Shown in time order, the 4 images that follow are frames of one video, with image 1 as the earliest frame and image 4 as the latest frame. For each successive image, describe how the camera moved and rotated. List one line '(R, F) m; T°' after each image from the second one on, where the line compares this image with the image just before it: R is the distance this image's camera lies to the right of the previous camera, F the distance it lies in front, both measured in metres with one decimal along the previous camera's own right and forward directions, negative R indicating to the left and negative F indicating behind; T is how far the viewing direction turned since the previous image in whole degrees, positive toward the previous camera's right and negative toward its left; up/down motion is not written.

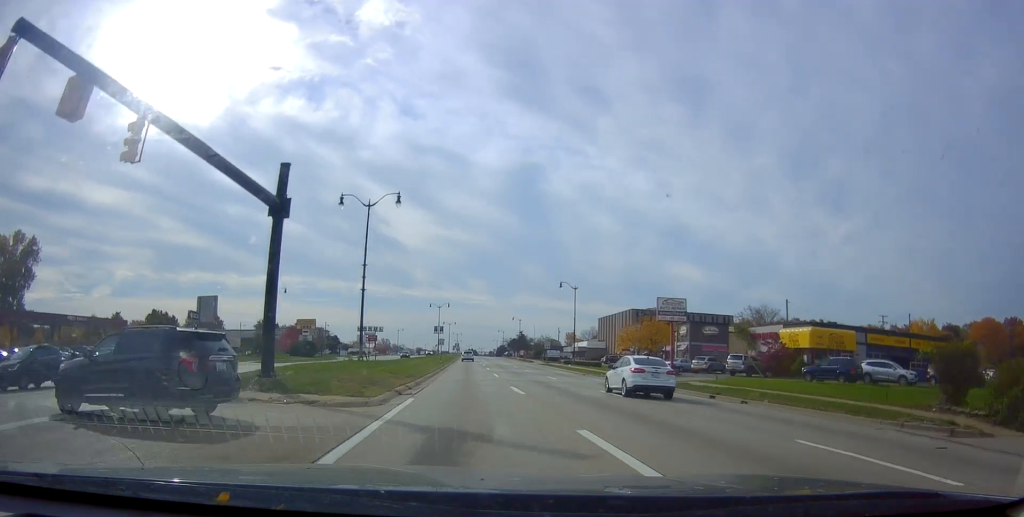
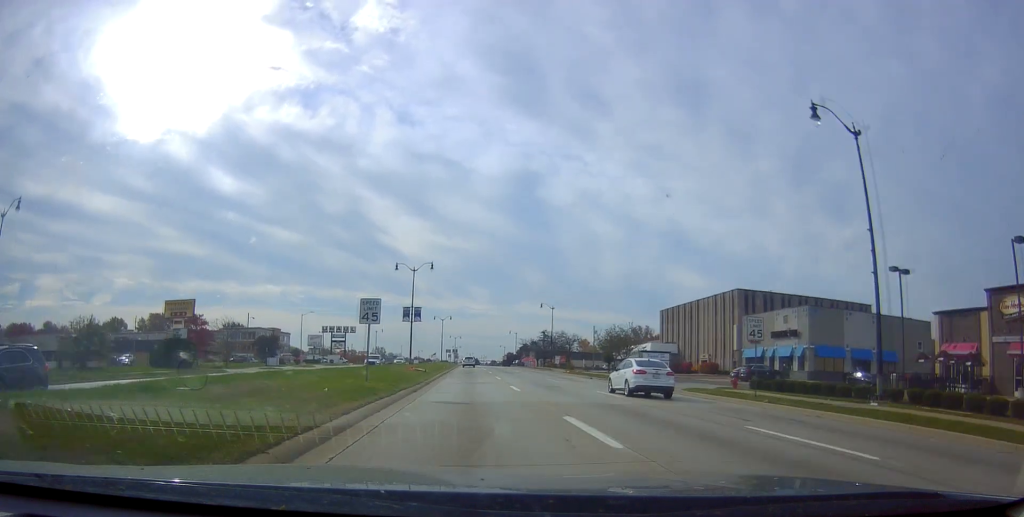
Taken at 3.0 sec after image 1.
(+0.7, +60.0) m; 0°
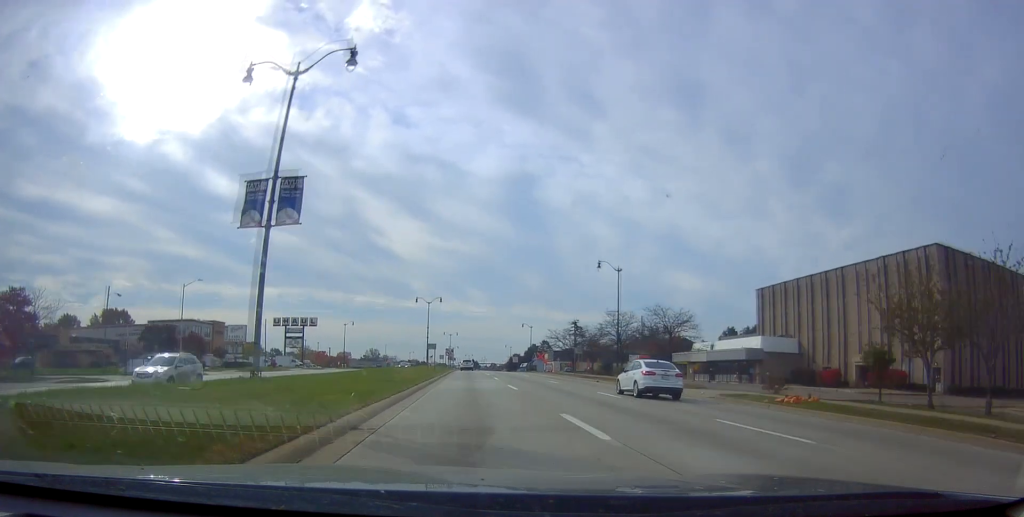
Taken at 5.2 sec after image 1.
(-0.4, +45.1) m; -1°
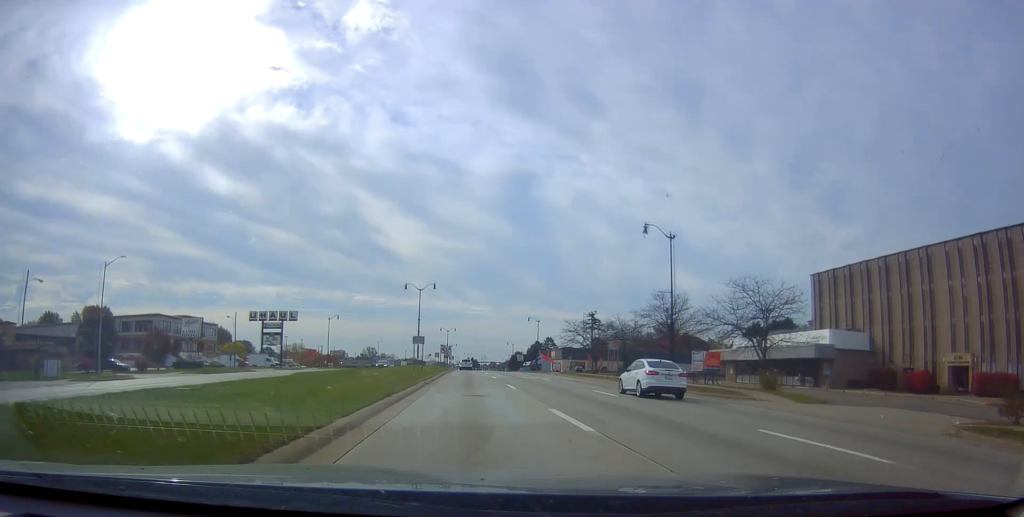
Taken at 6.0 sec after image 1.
(0.0, +15.2) m; 0°
